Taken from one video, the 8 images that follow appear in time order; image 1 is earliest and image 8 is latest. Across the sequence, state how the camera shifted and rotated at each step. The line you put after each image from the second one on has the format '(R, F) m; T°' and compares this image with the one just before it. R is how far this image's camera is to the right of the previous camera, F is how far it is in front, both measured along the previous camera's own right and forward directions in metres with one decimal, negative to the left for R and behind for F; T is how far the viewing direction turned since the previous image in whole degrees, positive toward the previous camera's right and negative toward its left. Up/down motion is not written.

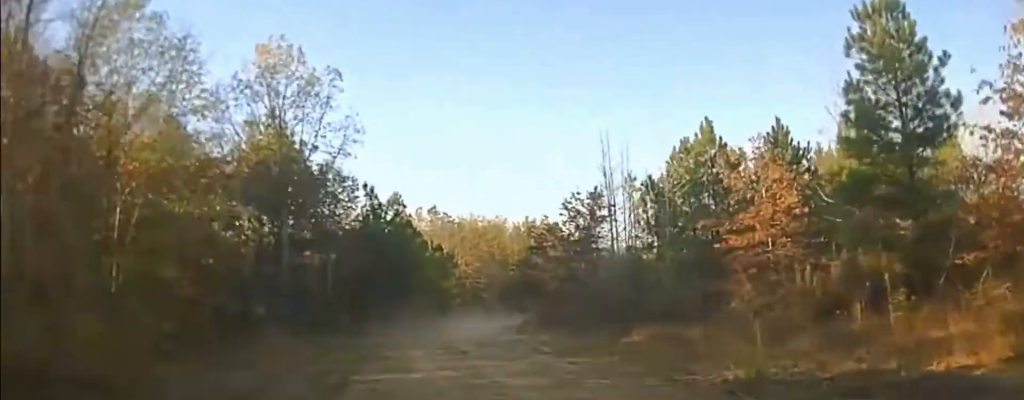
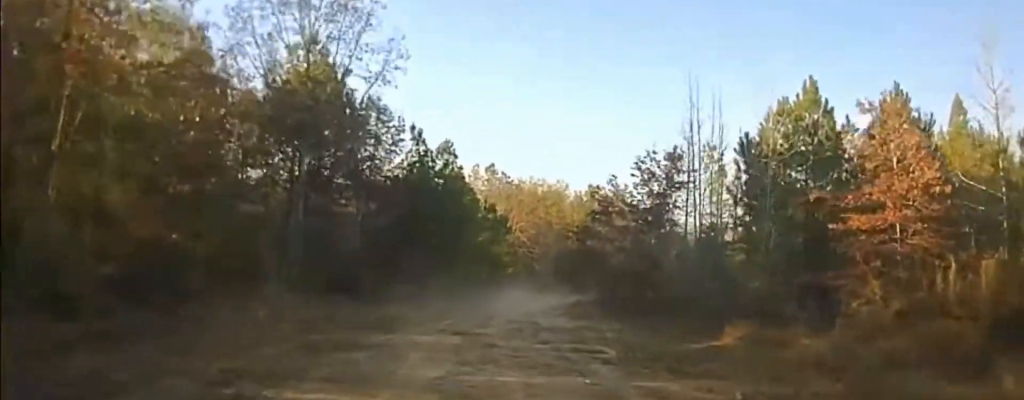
(+0.2, +9.4) m; -1°
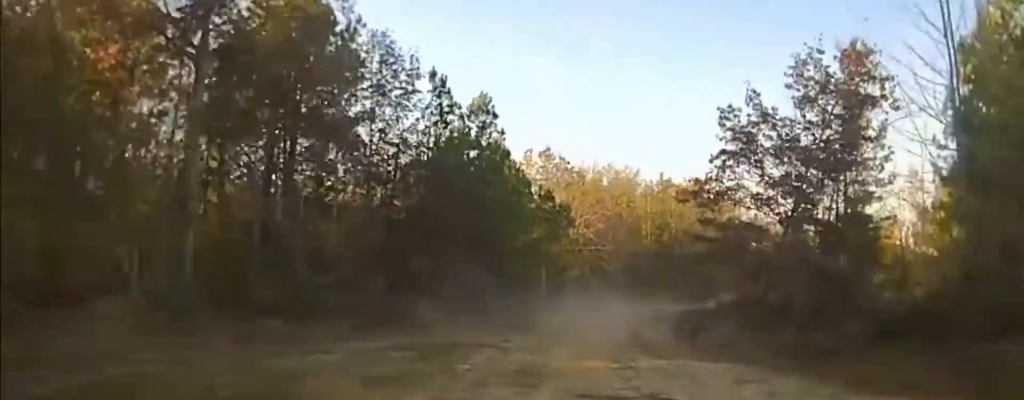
(-1.1, +22.2) m; -3°
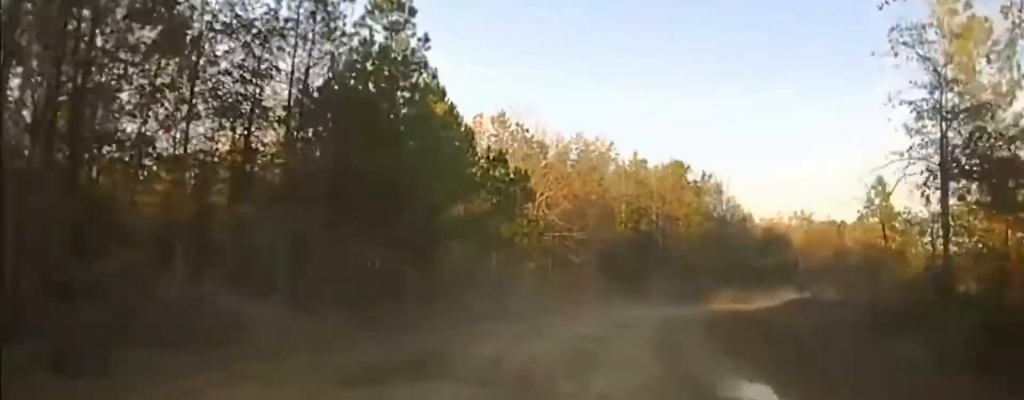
(+0.4, +19.9) m; +2°
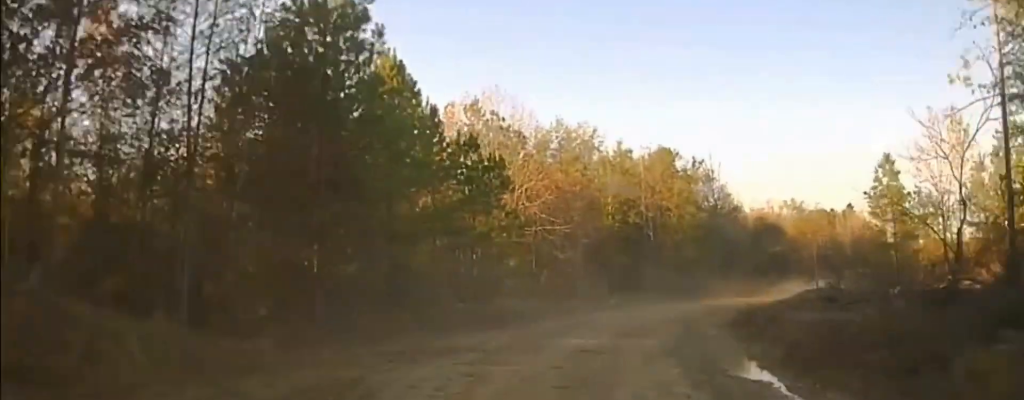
(0.0, +6.8) m; +2°
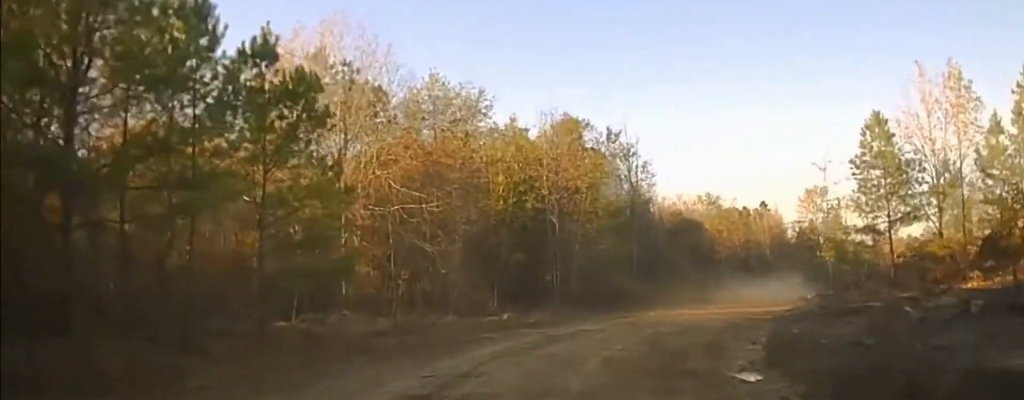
(+1.1, +18.3) m; +8°
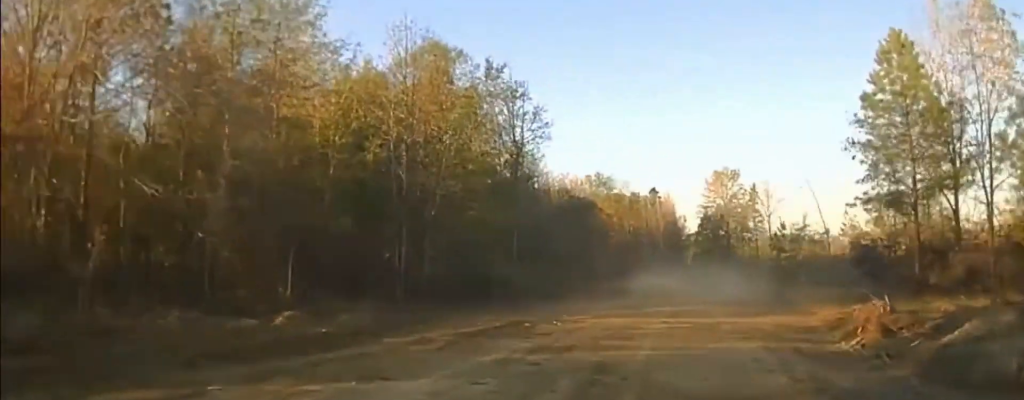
(+1.0, +14.8) m; +7°
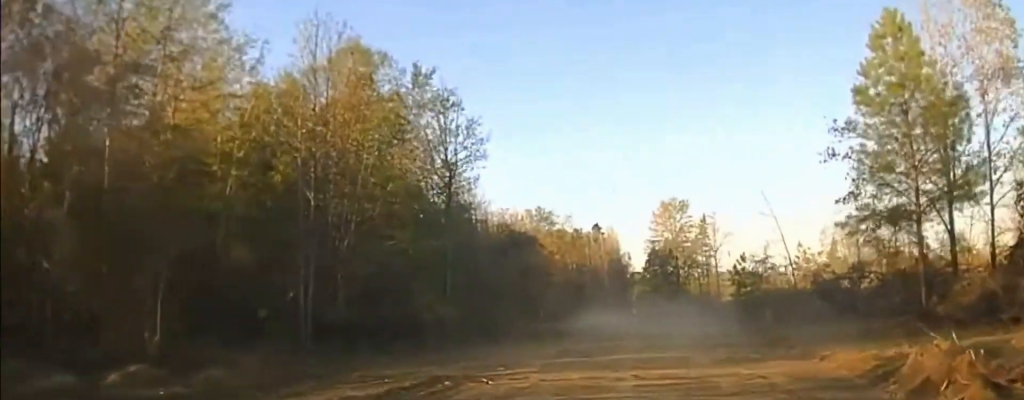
(0.0, +4.3) m; +2°
